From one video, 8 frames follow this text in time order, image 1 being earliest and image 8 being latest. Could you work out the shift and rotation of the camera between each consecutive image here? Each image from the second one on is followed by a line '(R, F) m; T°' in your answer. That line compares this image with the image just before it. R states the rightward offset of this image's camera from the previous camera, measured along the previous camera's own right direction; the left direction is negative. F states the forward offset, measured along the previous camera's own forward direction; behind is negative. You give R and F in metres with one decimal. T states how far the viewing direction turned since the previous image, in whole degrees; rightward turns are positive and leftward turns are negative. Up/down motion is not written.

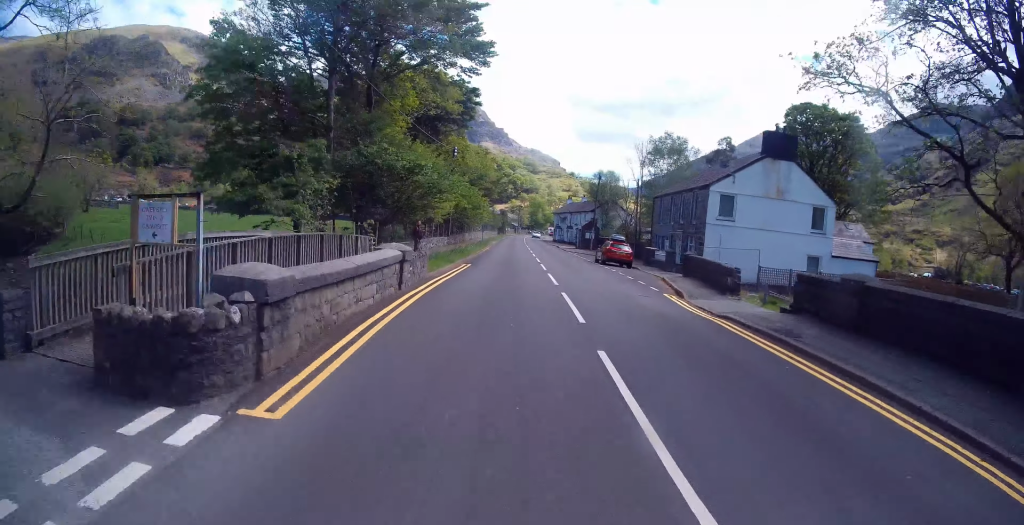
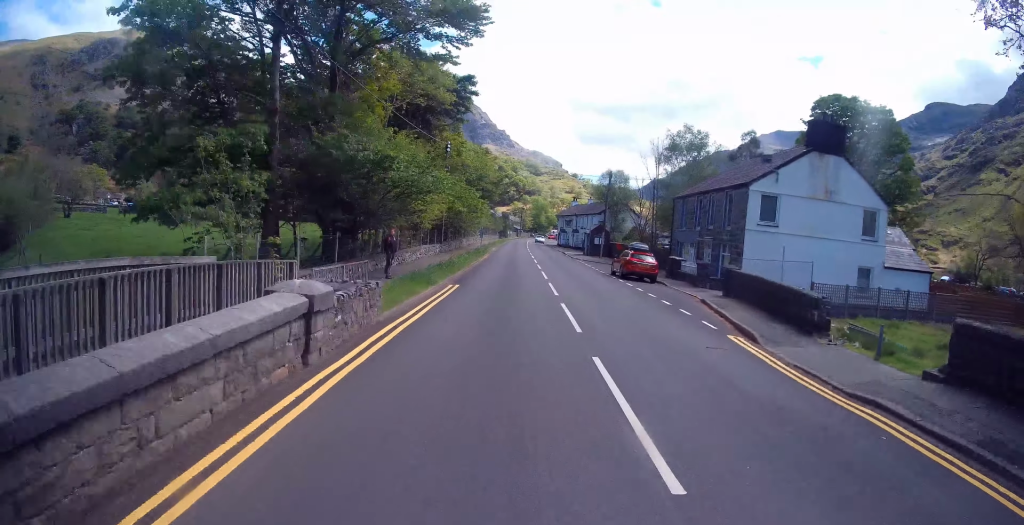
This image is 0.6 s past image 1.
(-0.5, +4.7) m; -2°
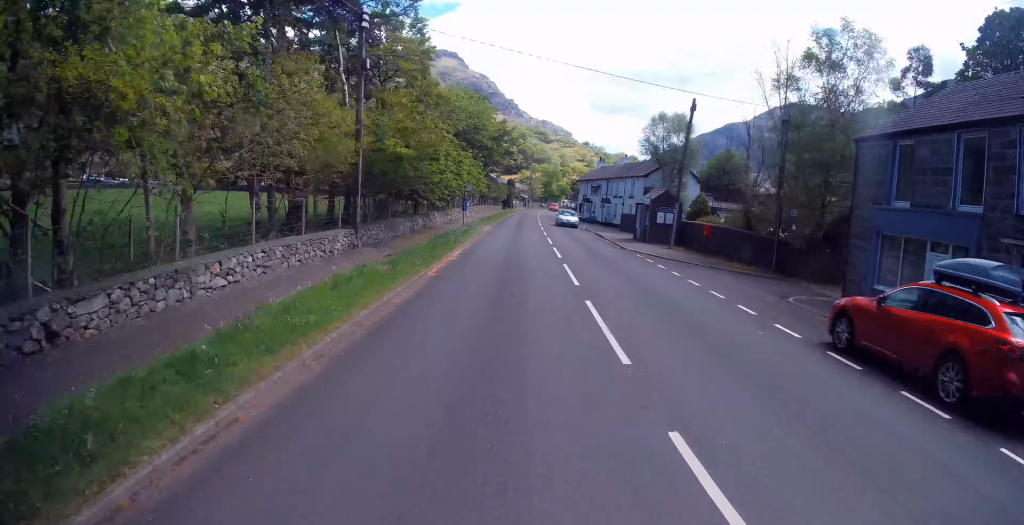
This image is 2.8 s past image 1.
(+0.1, +19.0) m; -1°
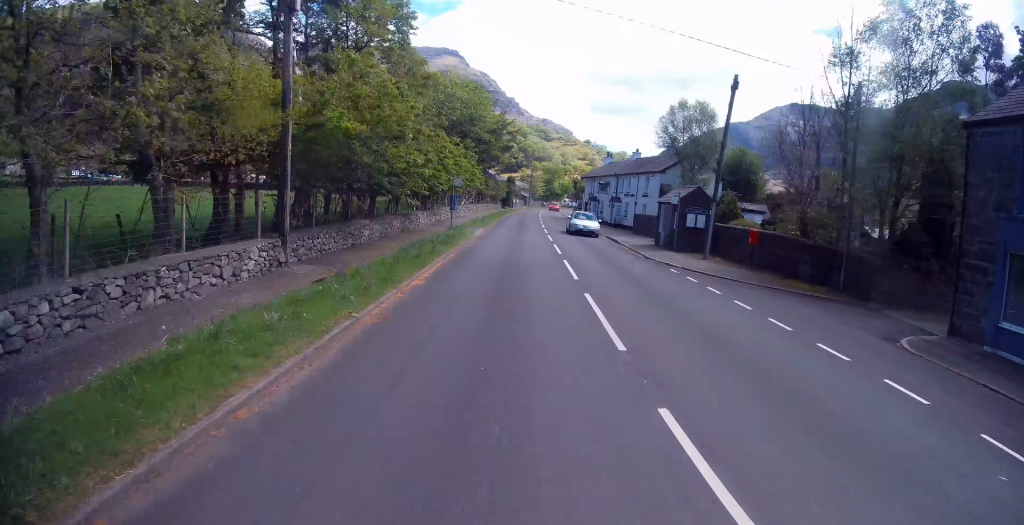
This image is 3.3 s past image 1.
(+0.1, +5.1) m; -1°
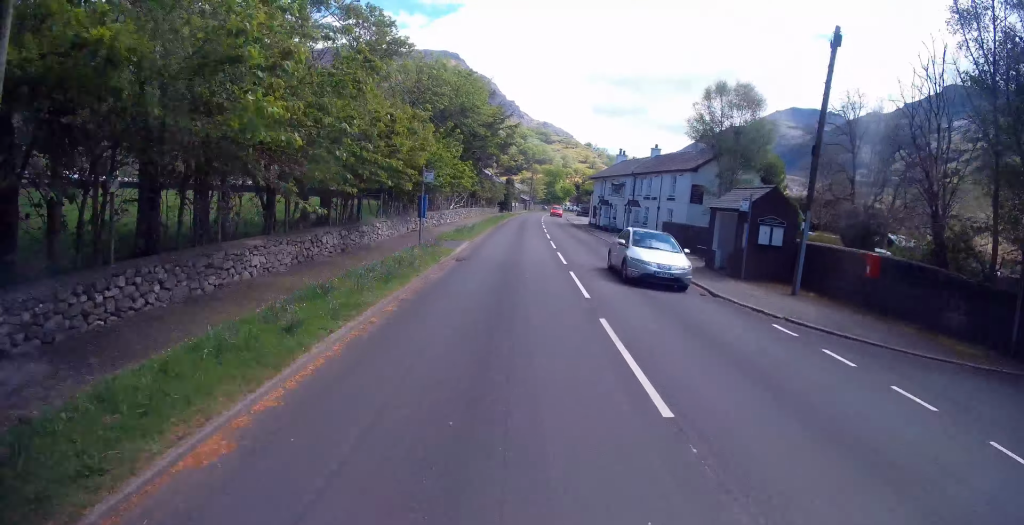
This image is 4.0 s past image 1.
(0.0, +7.4) m; 0°
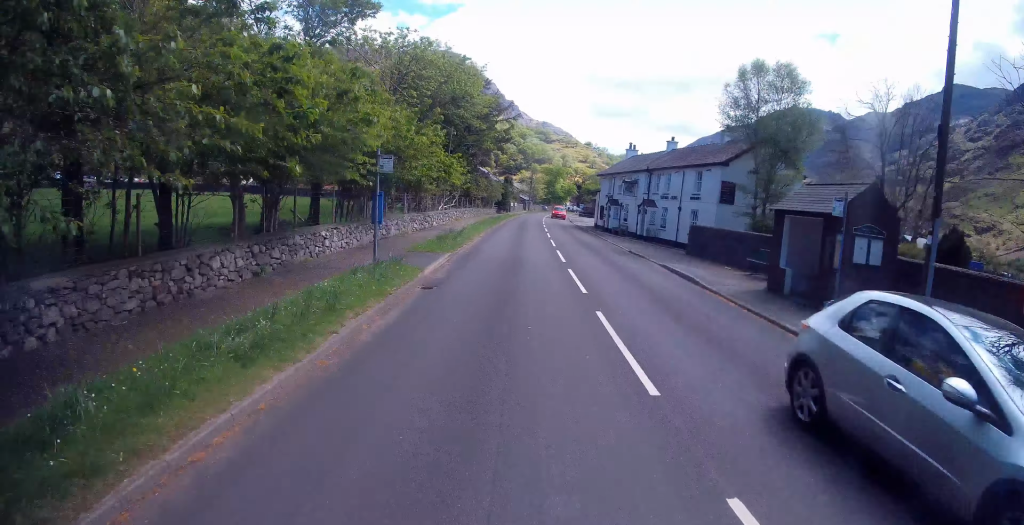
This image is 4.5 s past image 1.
(-0.2, +5.1) m; +1°
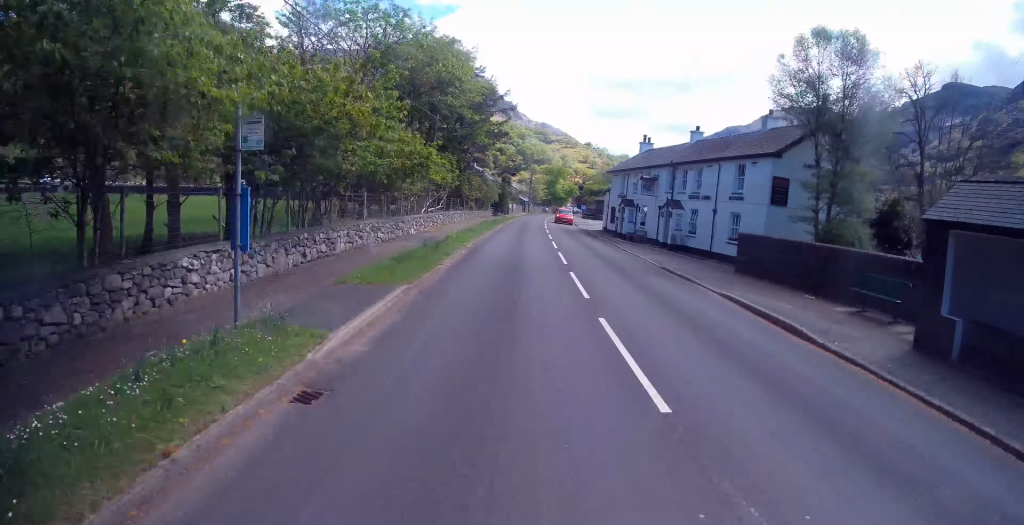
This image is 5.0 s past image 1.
(0.0, +6.0) m; +1°
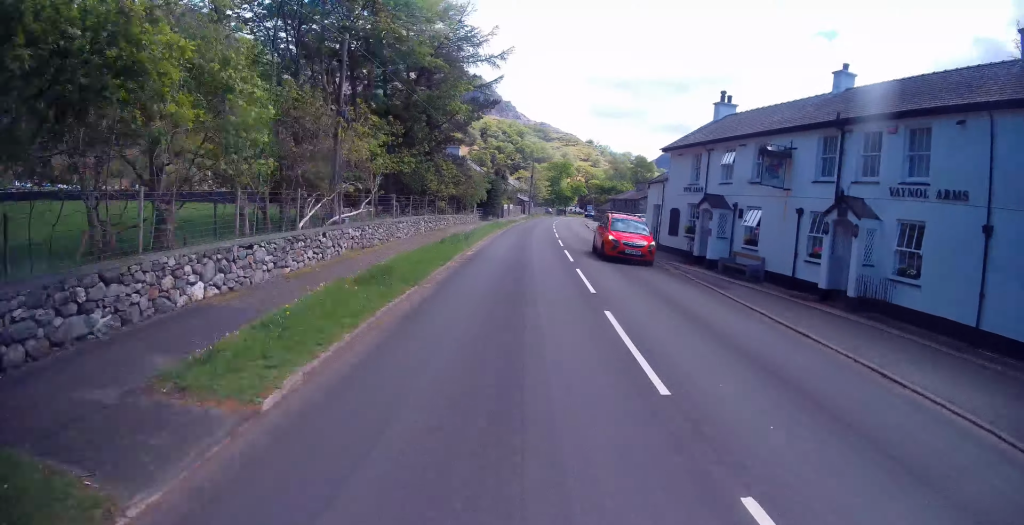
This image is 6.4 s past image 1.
(+0.2, +17.0) m; 0°
